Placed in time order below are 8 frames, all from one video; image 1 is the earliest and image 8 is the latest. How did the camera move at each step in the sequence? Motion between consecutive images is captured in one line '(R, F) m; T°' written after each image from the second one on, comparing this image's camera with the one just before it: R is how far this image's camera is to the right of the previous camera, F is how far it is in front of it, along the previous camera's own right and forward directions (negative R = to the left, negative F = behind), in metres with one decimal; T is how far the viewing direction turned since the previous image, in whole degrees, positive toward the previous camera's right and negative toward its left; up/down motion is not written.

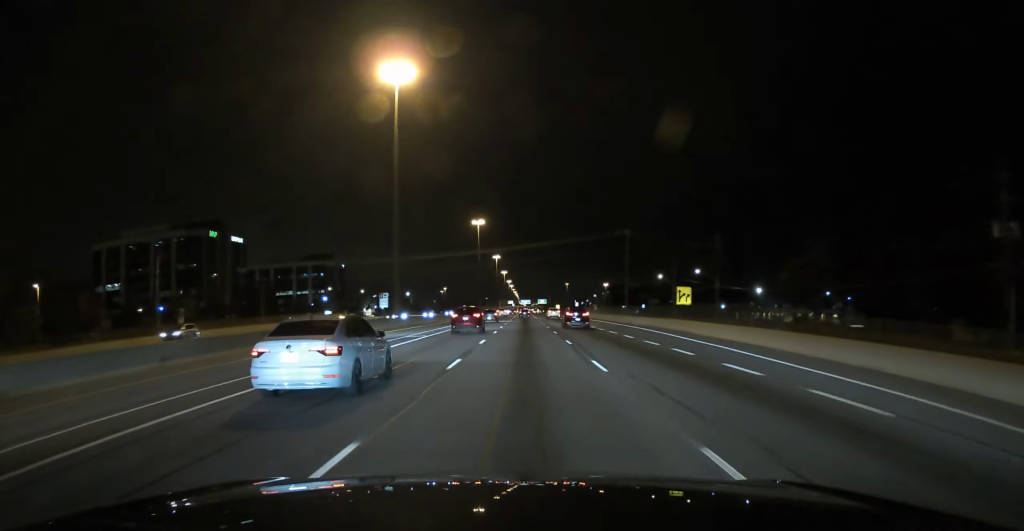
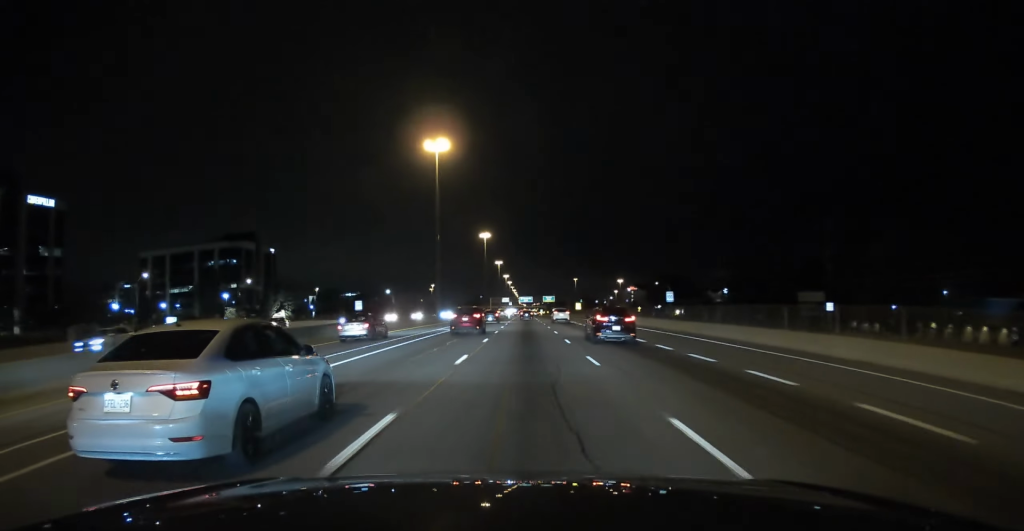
(+0.2, +105.1) m; 0°
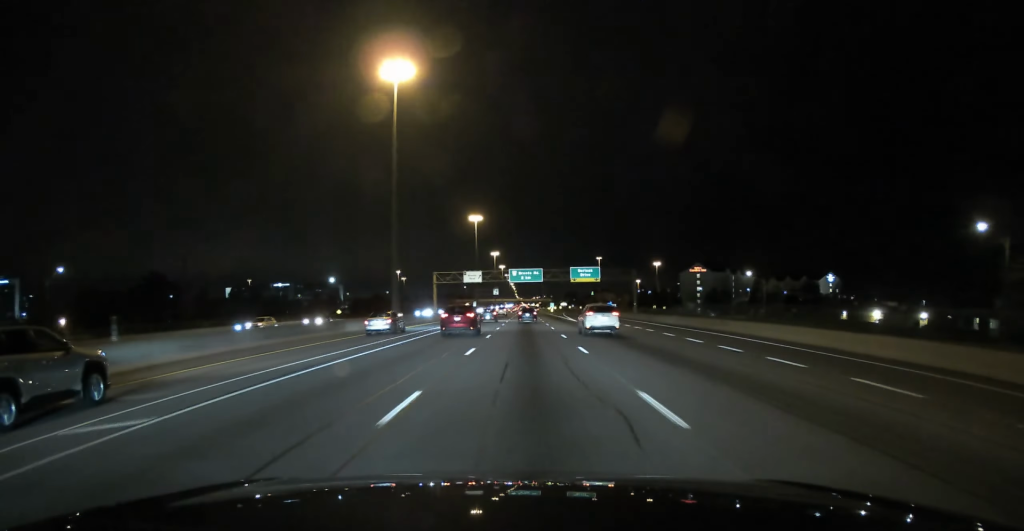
(+0.2, +172.6) m; 0°
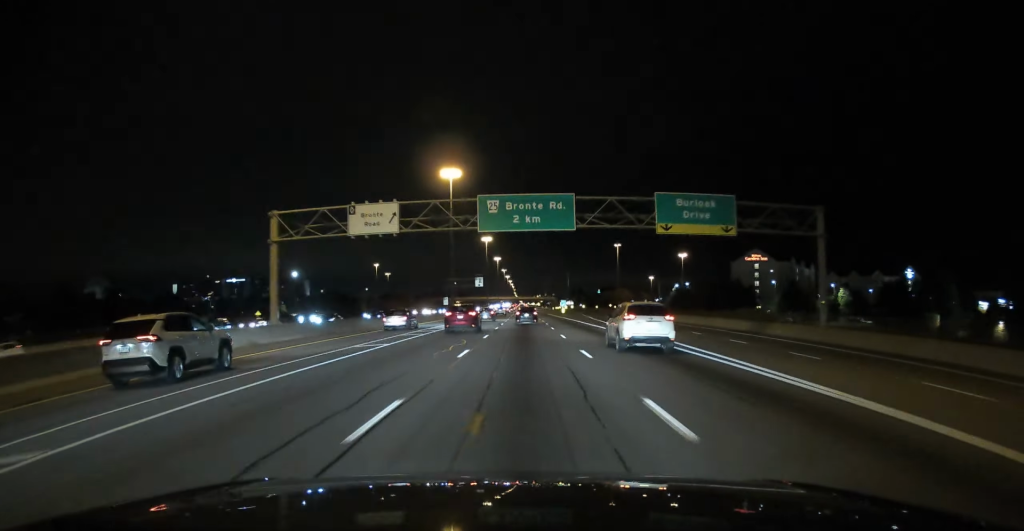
(0.0, +72.5) m; 0°
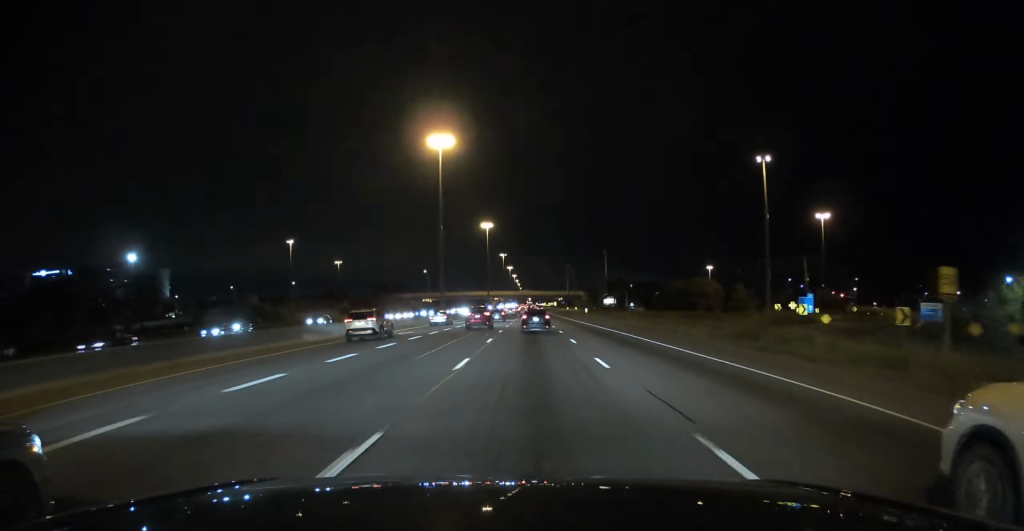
(0.0, +175.0) m; 0°
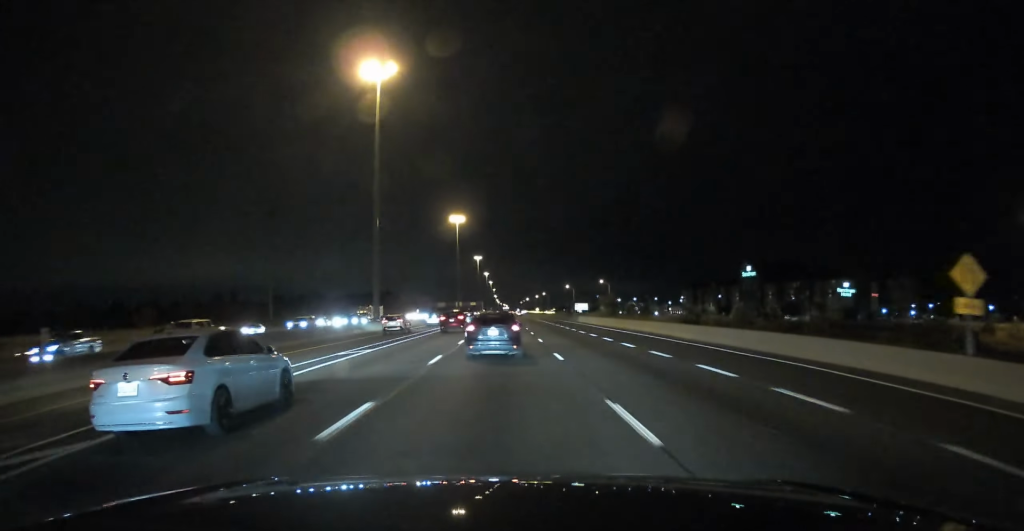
(+3.9, +315.6) m; +1°
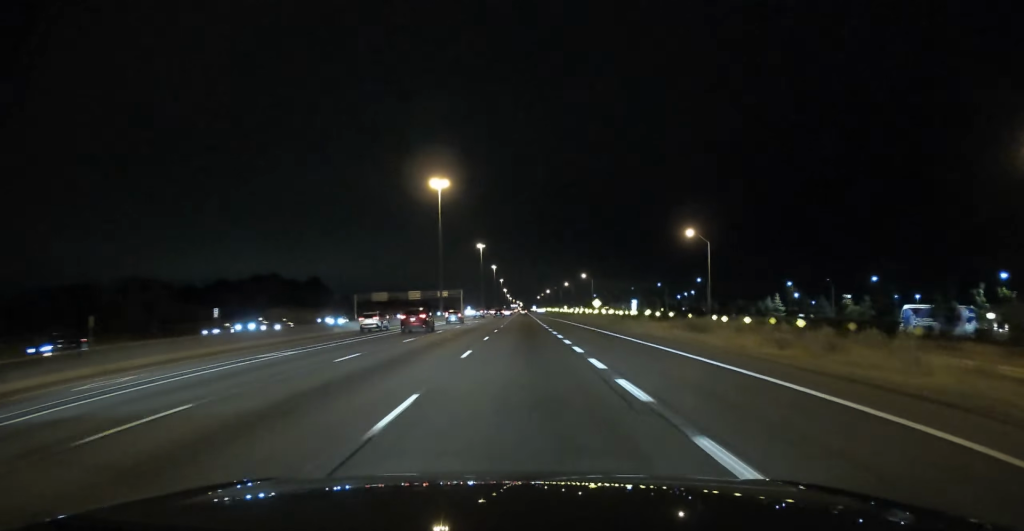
(-1.1, +205.0) m; -1°
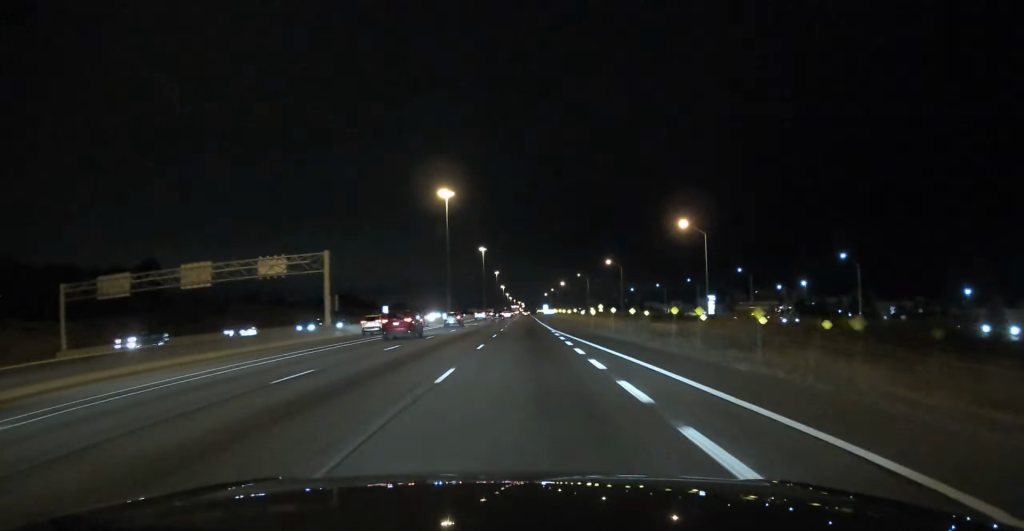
(-0.5, +139.5) m; 0°
